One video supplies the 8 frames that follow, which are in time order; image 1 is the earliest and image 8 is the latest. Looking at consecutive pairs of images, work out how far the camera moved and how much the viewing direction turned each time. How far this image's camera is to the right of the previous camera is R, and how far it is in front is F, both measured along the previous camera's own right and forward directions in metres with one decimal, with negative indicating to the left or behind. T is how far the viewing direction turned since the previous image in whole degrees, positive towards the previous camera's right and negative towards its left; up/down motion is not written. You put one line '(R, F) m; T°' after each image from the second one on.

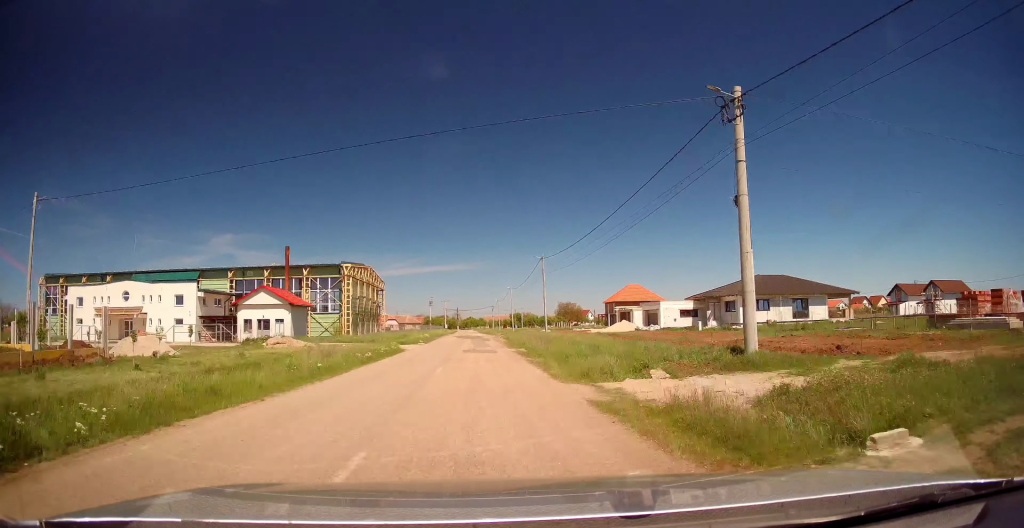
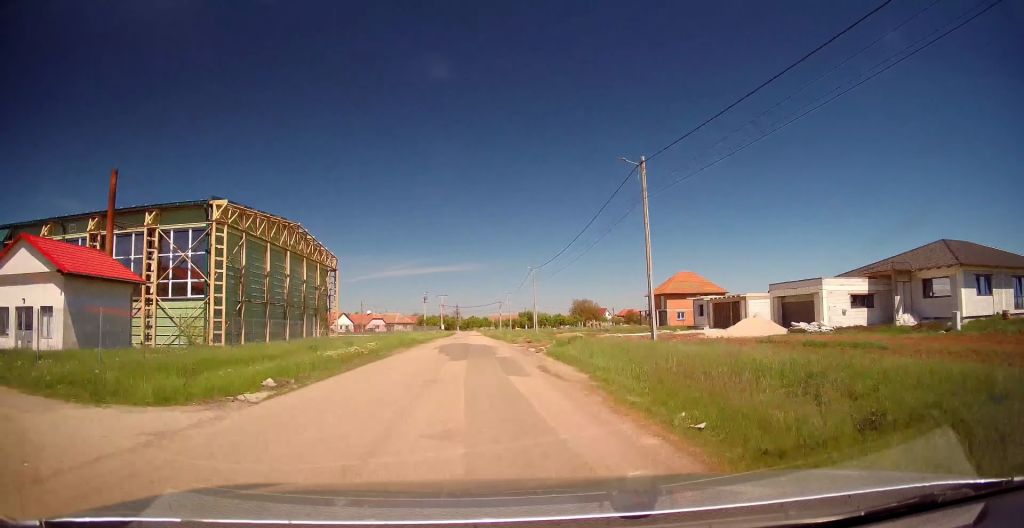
(+0.3, +32.0) m; +1°
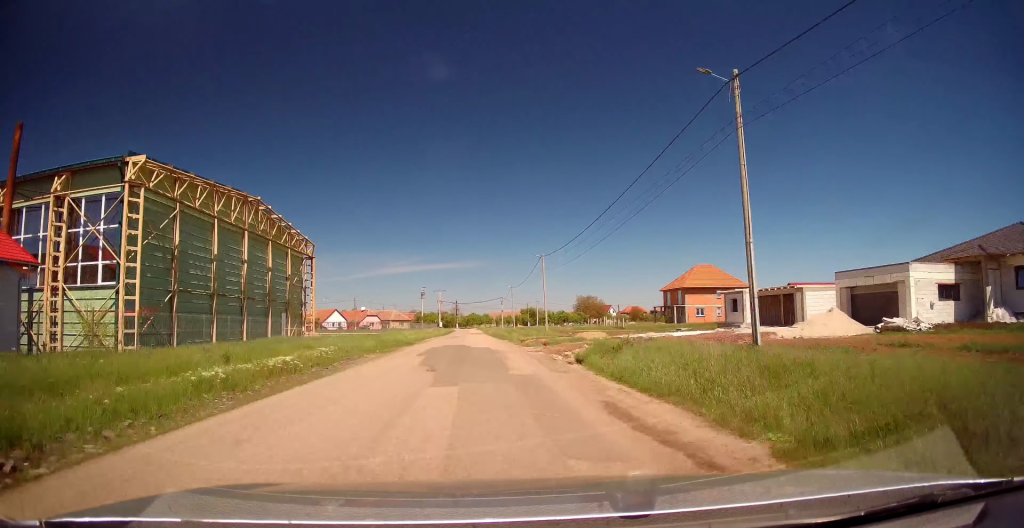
(+0.1, +8.5) m; 0°
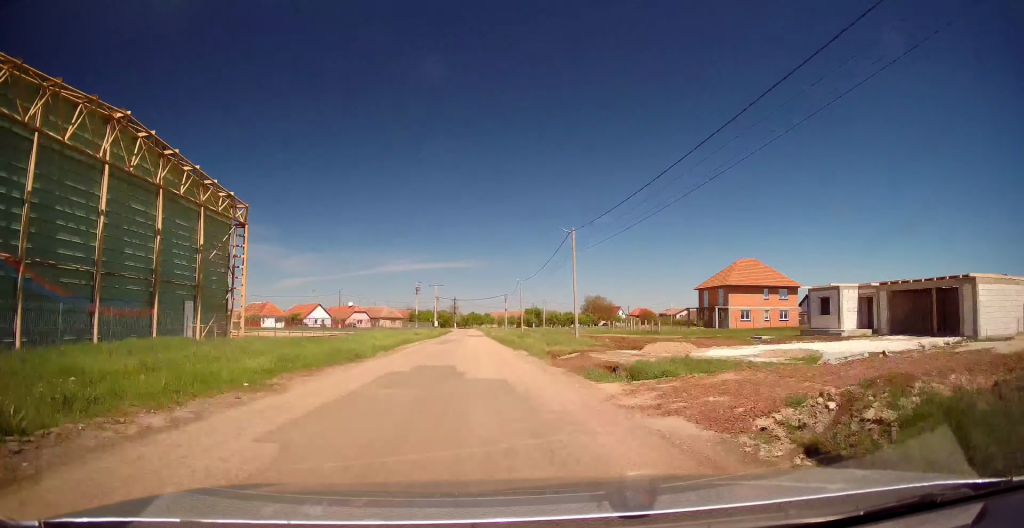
(-0.2, +15.4) m; -1°
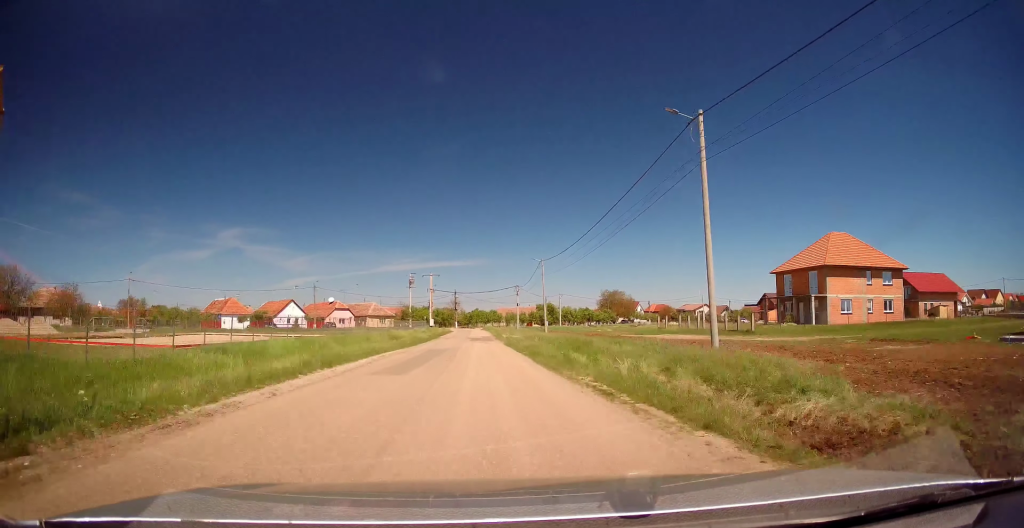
(-0.2, +21.5) m; -1°
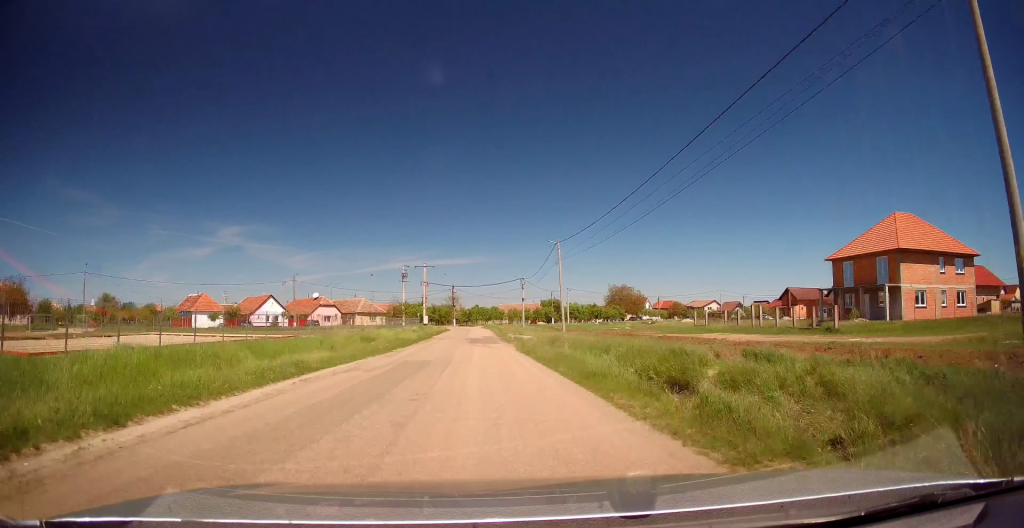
(0.0, +11.0) m; 0°
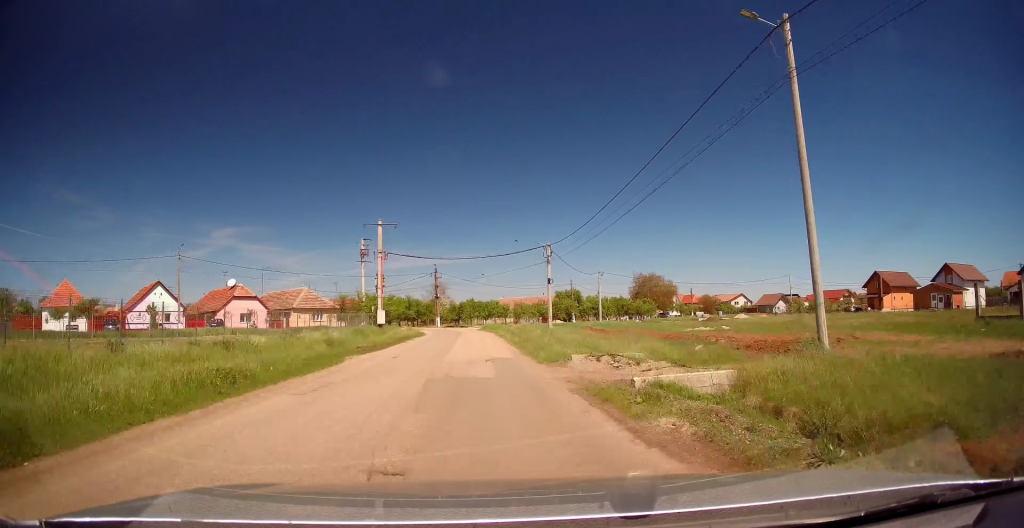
(0.0, +34.0) m; 0°
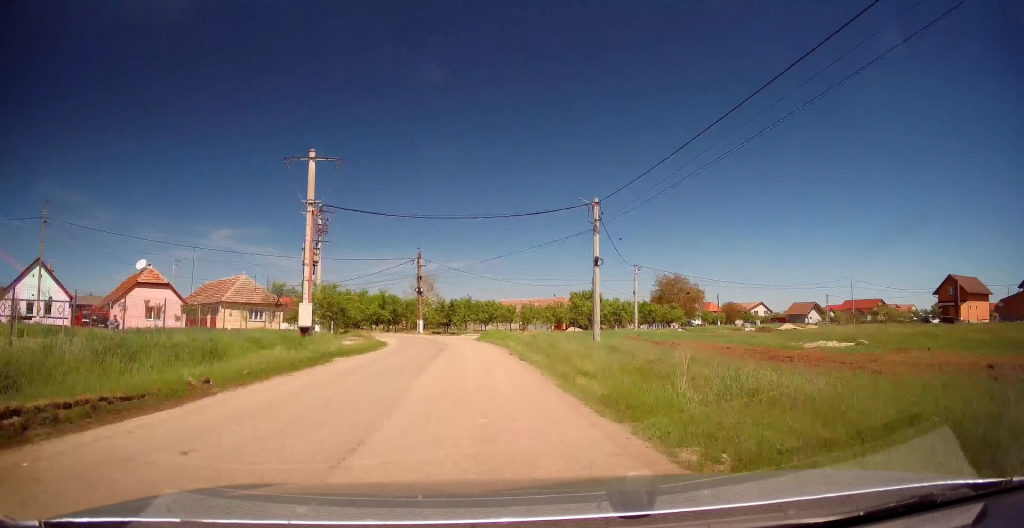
(-0.1, +19.3) m; +1°
